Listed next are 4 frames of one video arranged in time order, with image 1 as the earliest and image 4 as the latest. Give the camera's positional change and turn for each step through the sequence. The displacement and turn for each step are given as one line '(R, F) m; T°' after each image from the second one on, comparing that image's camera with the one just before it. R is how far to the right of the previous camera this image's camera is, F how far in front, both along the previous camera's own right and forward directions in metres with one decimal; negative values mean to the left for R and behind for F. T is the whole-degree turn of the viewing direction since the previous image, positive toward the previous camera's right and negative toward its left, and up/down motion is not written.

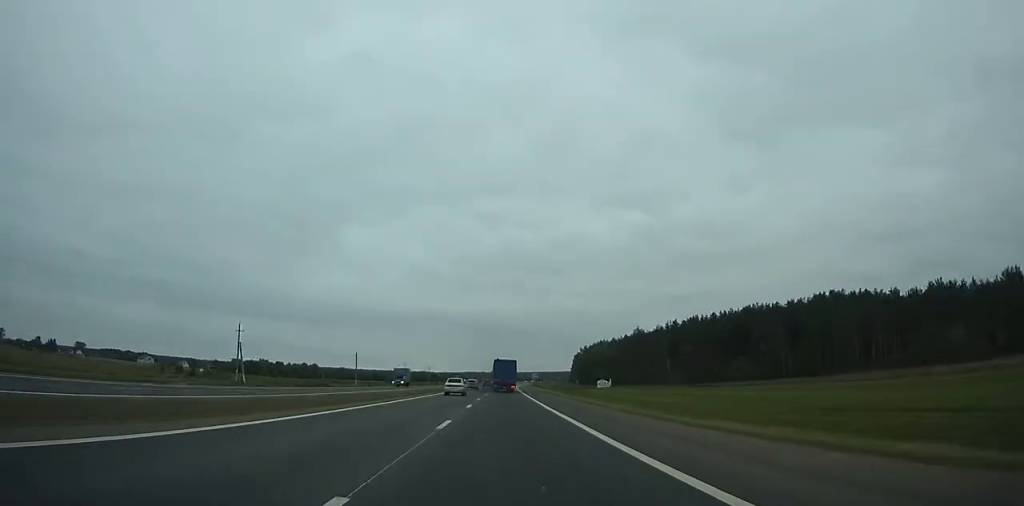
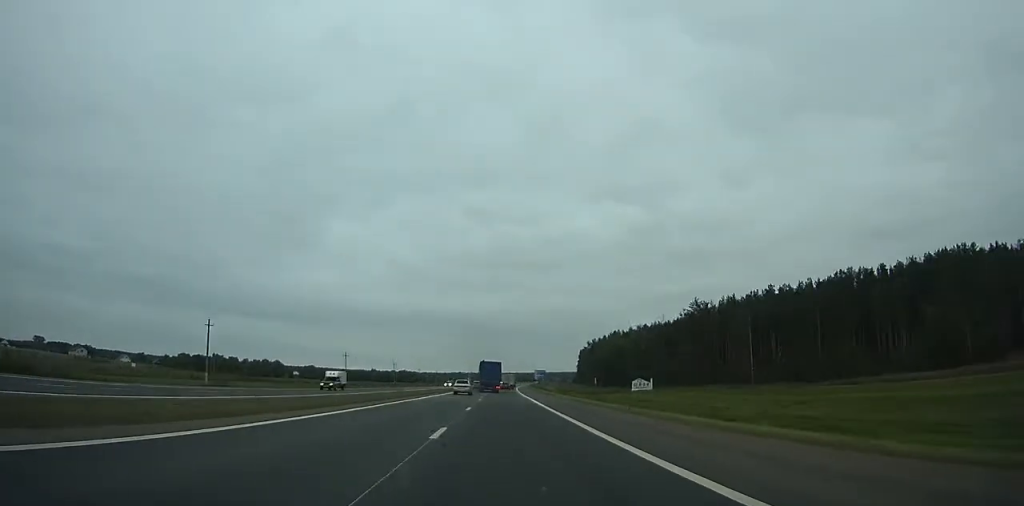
(+0.6, +72.6) m; +1°
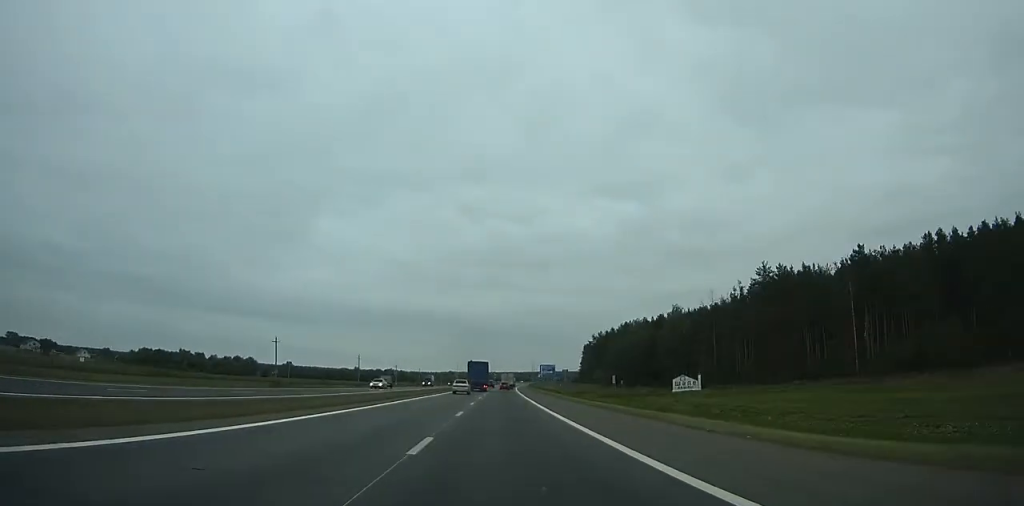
(+0.2, +42.5) m; +1°
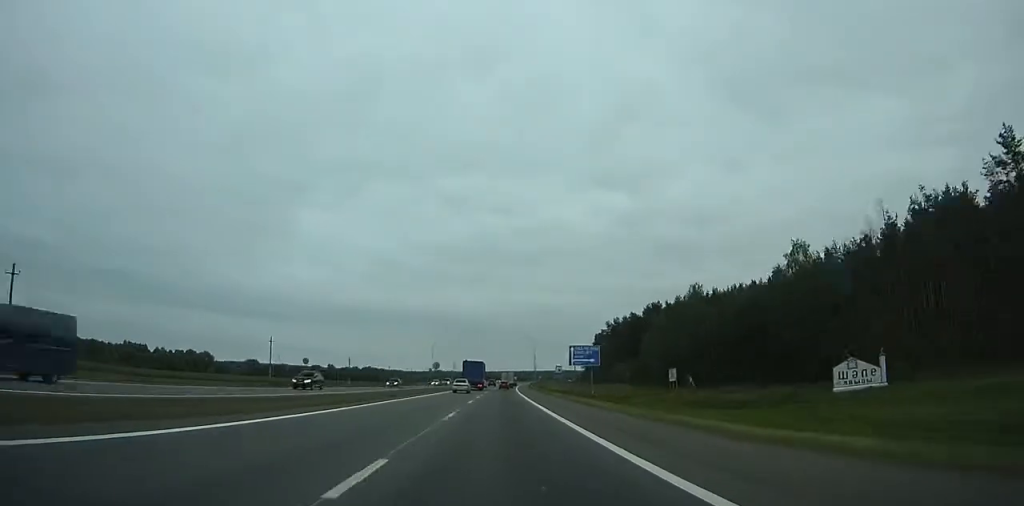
(+0.7, +58.7) m; +1°
